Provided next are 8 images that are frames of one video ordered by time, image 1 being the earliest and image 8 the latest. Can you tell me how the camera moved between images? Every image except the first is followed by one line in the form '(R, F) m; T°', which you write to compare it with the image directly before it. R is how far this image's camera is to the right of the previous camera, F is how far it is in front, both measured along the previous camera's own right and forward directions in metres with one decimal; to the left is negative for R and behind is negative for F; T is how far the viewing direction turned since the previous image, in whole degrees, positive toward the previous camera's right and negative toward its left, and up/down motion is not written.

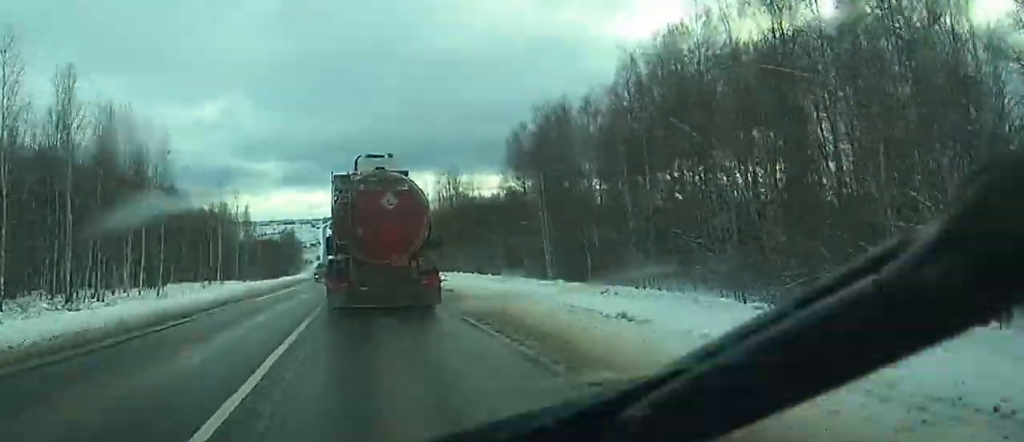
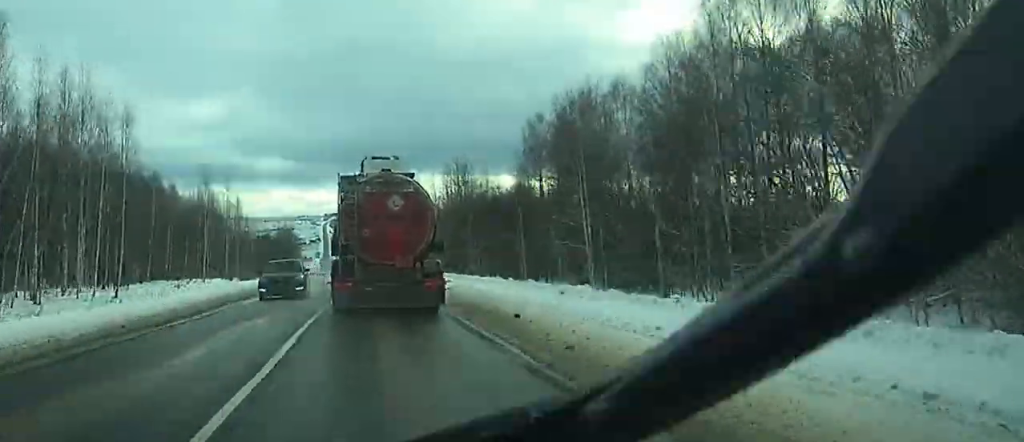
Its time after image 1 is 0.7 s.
(+0.9, +15.8) m; +3°
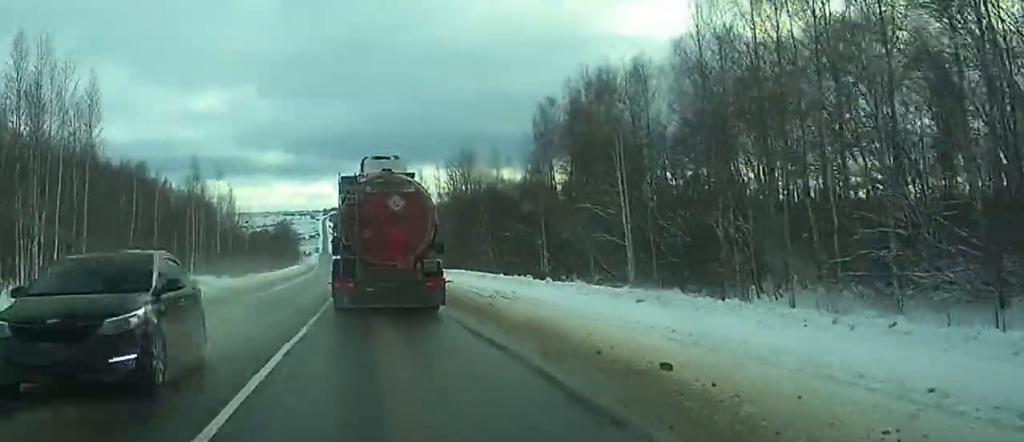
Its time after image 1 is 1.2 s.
(0.0, +10.3) m; 0°
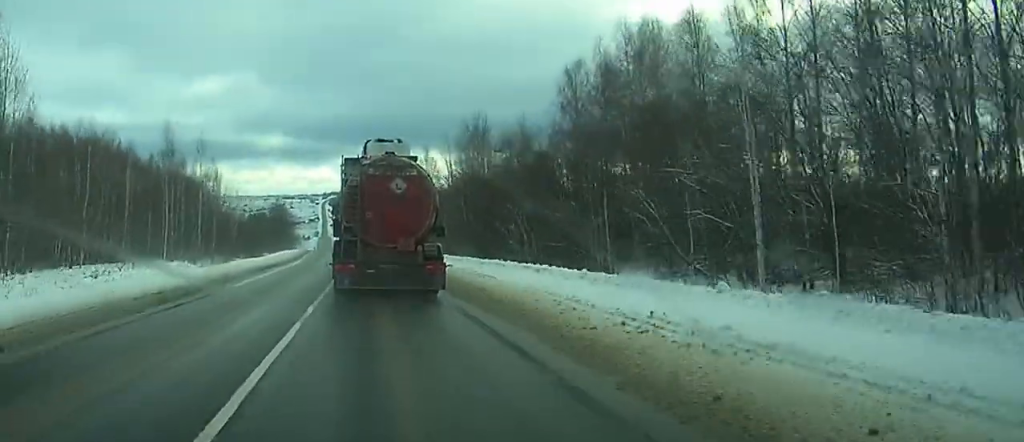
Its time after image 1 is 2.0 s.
(0.0, +18.3) m; 0°
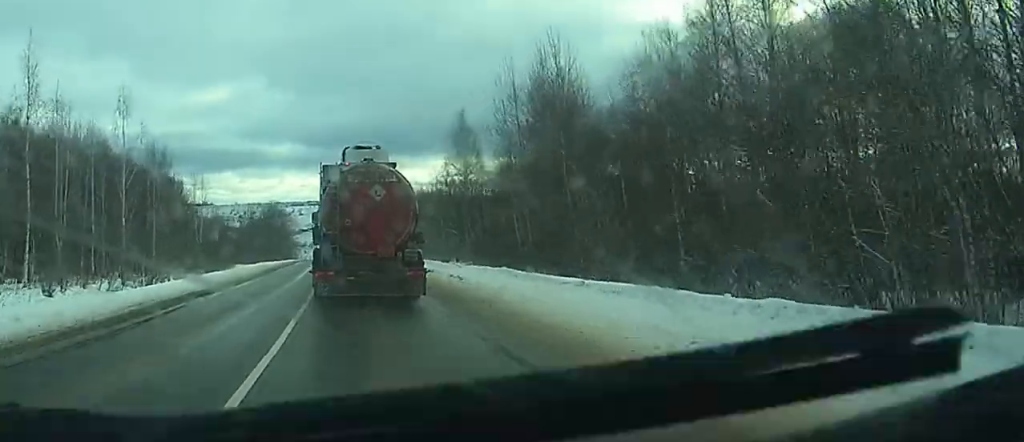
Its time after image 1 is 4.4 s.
(+0.2, +47.1) m; 0°
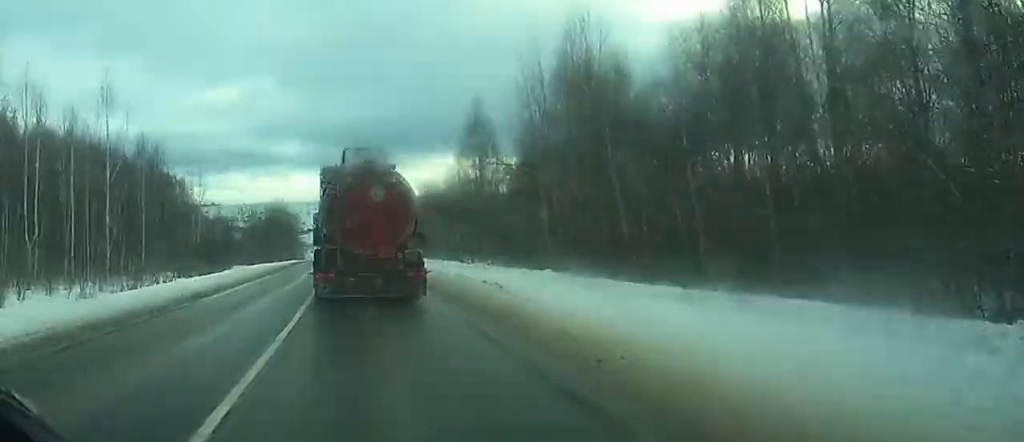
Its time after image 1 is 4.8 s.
(0.0, +7.8) m; -1°
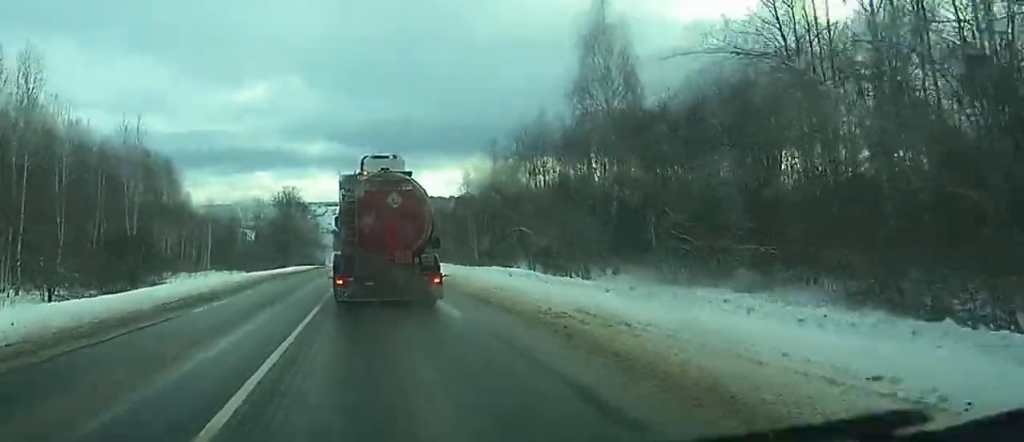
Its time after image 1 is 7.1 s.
(-1.6, +44.4) m; +9°
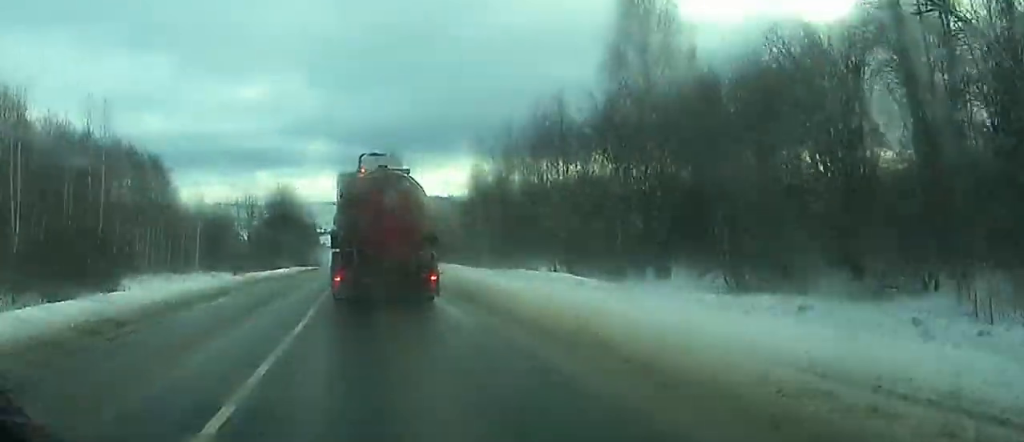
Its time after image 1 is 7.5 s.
(+1.0, +8.3) m; -2°
